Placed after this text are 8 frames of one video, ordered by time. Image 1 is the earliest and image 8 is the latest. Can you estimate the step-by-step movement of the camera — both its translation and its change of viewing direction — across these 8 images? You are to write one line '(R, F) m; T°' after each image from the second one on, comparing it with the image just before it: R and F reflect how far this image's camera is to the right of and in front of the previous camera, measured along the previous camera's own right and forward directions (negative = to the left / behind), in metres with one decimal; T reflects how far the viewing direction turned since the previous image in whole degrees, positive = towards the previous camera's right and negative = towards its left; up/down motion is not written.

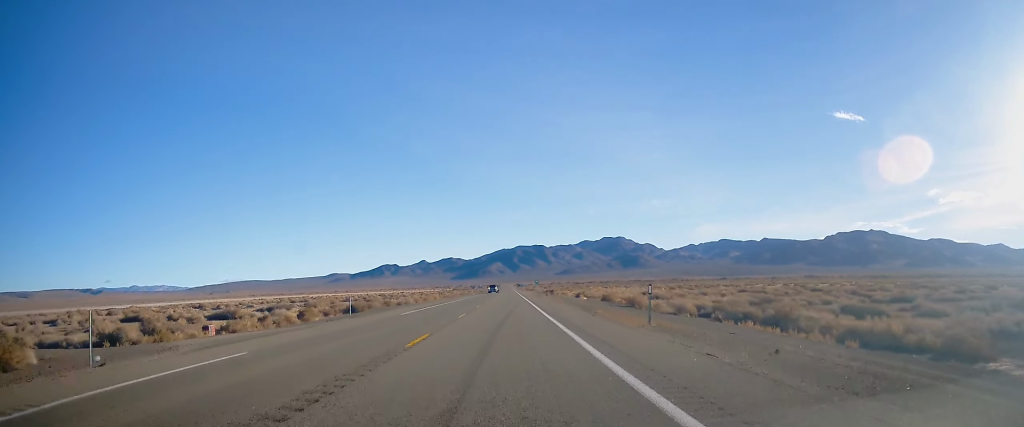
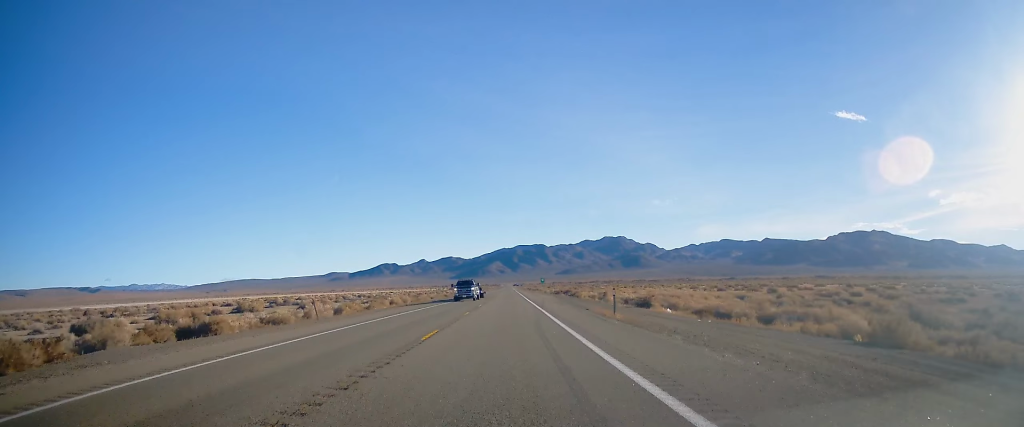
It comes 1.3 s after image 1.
(+0.3, +46.9) m; +1°
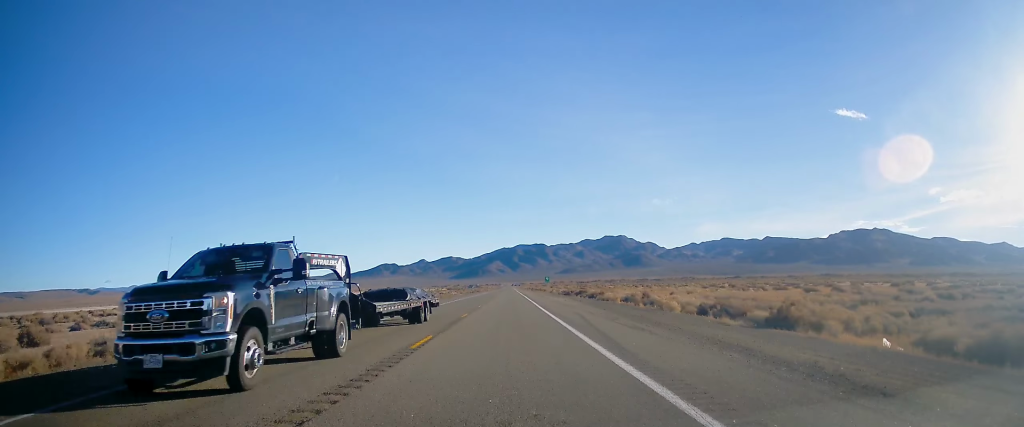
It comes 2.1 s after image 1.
(+0.2, +26.0) m; 0°
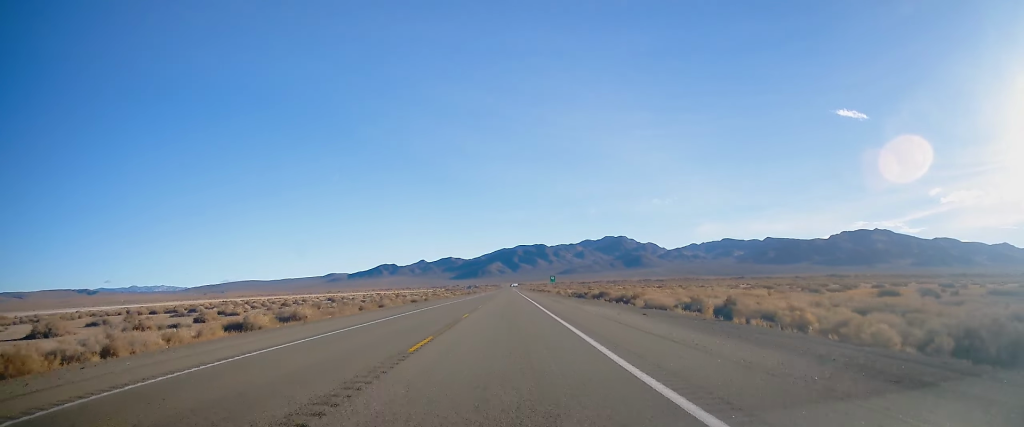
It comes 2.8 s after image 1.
(+0.2, +25.0) m; -1°
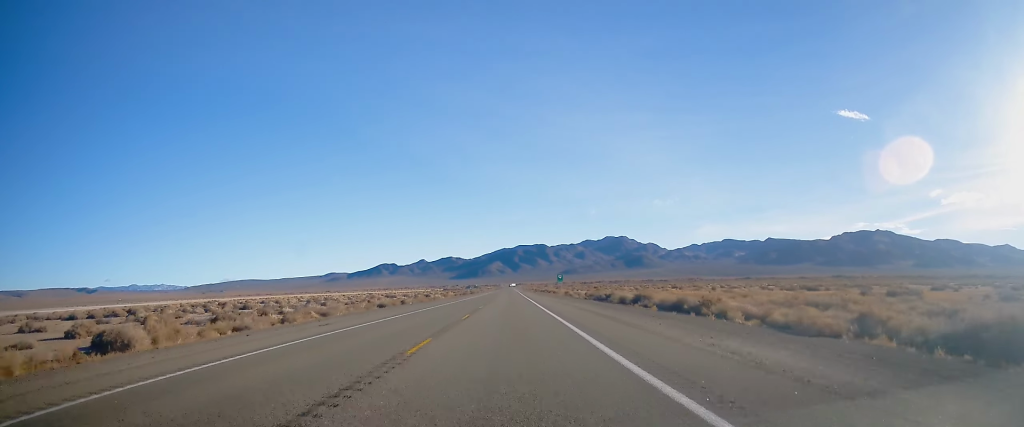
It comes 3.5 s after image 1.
(-0.5, +24.6) m; -1°
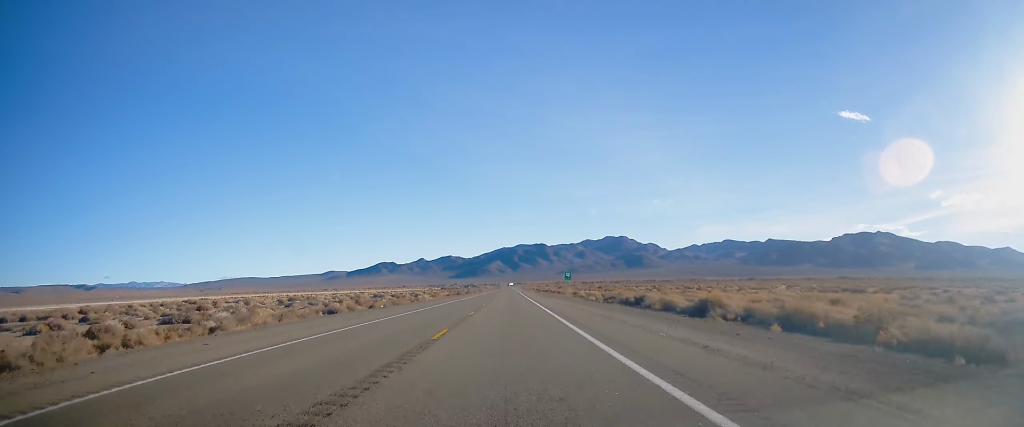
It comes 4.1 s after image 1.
(-0.1, +21.1) m; 0°
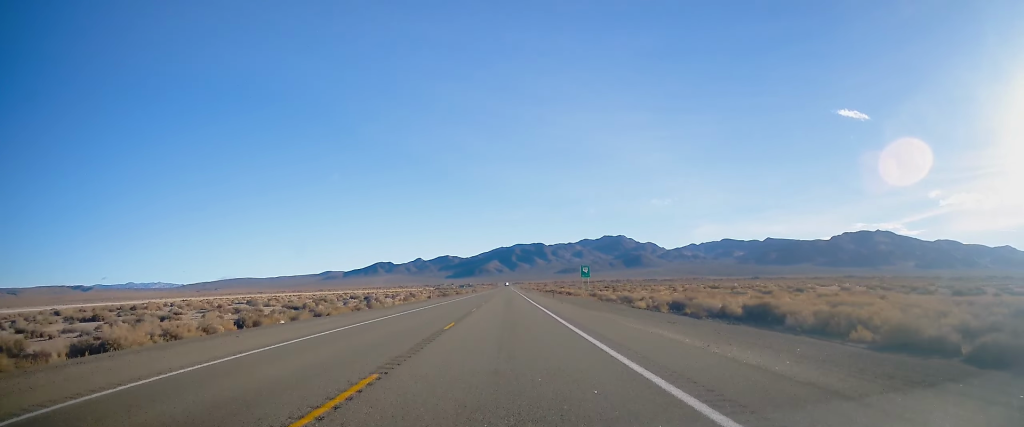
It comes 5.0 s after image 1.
(+0.2, +33.0) m; +1°
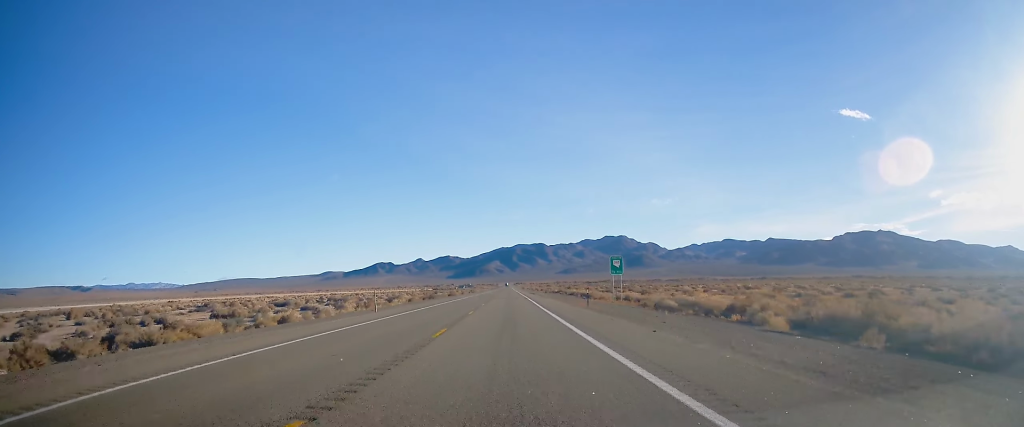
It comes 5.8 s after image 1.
(+0.2, +27.1) m; 0°
